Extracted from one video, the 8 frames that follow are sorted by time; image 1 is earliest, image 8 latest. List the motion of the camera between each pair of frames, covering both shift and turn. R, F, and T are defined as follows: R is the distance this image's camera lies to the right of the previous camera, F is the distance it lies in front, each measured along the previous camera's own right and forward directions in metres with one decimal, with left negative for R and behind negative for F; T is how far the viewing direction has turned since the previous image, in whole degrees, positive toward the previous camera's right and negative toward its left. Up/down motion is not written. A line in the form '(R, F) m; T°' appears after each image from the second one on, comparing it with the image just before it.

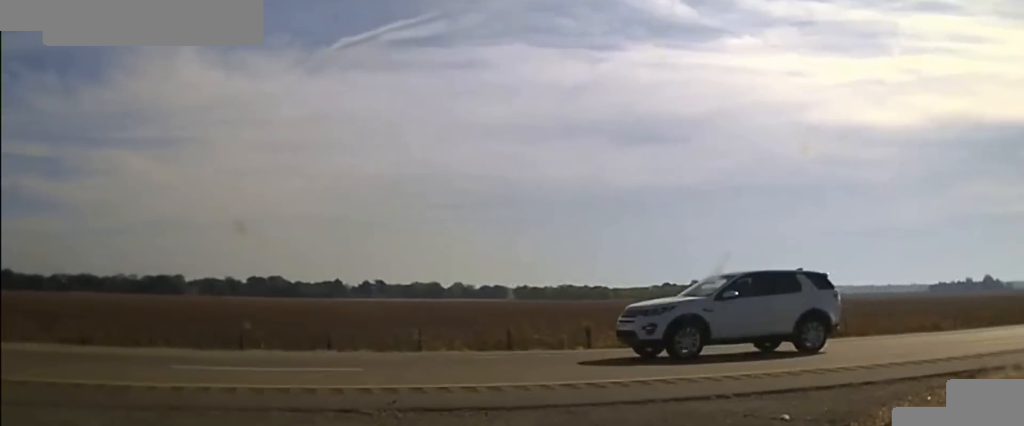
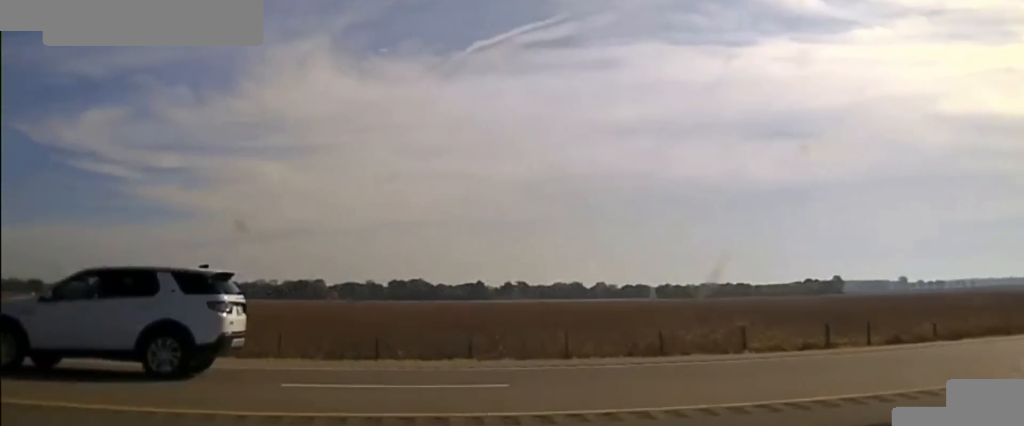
(0.0, +2.4) m; -13°
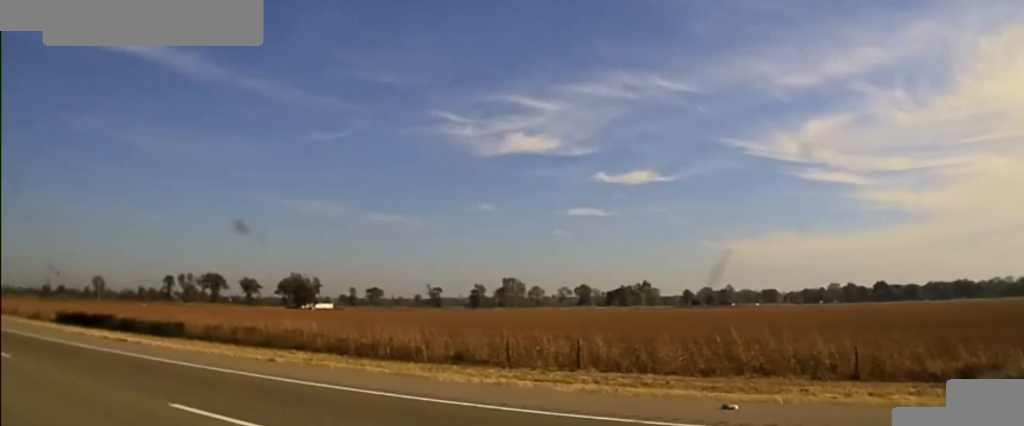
(-3.4, +6.8) m; -62°
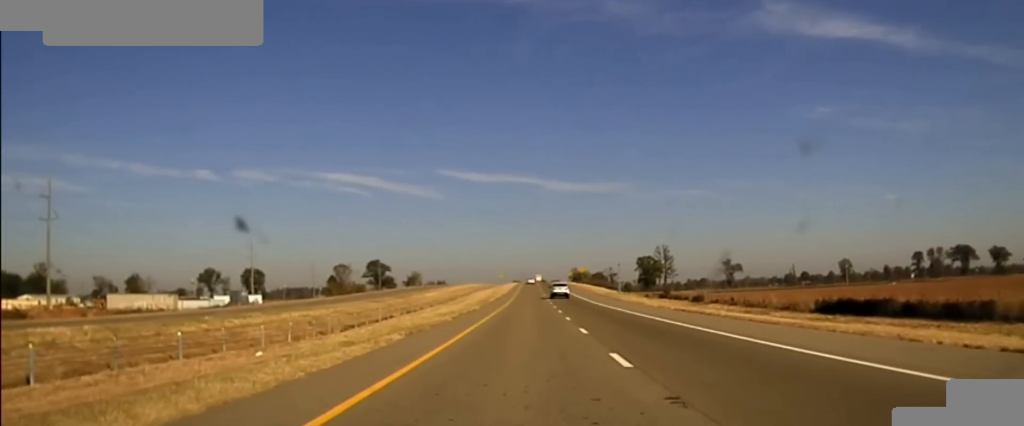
(-9.7, +16.1) m; -37°
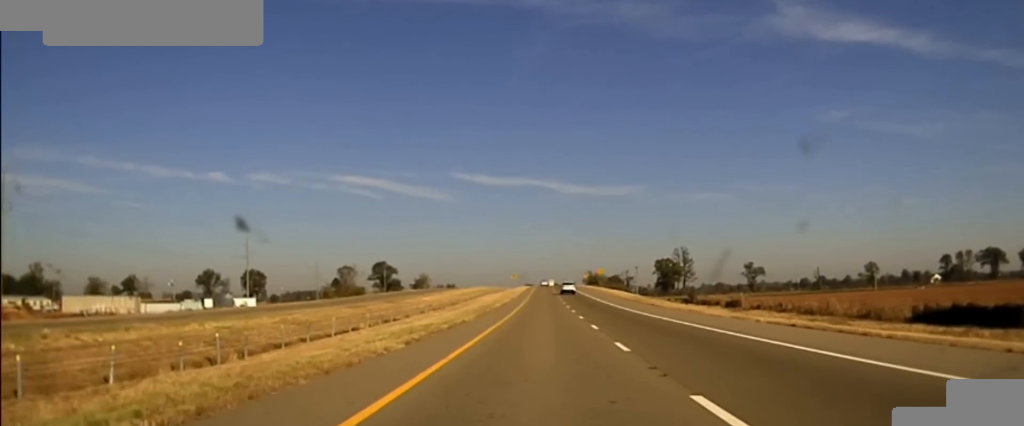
(-0.4, +20.2) m; 0°
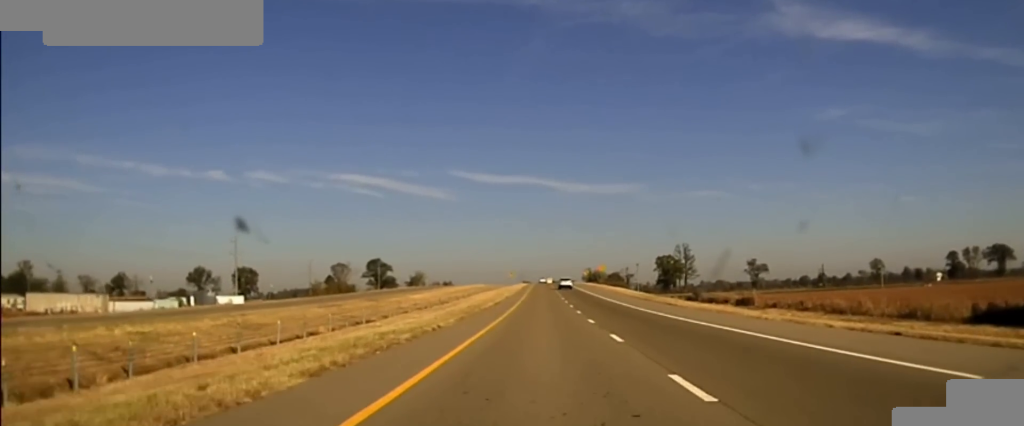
(+0.1, +9.1) m; +1°
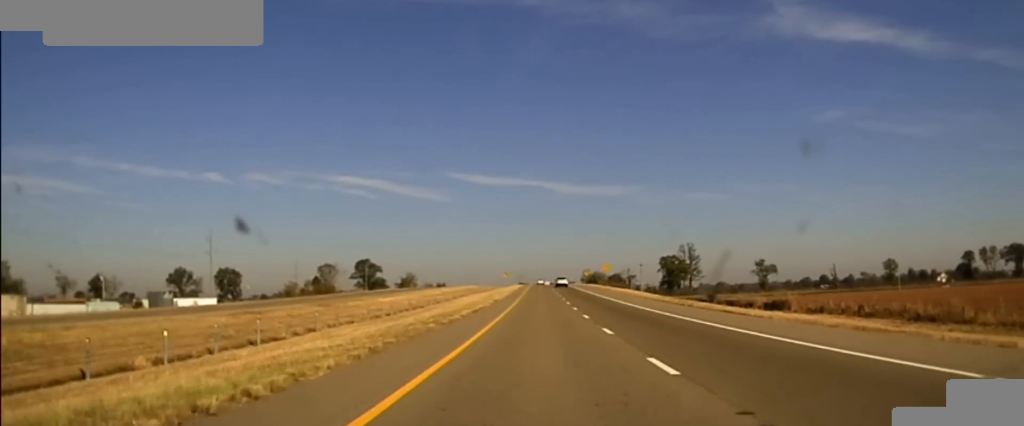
(+0.3, +20.1) m; +1°
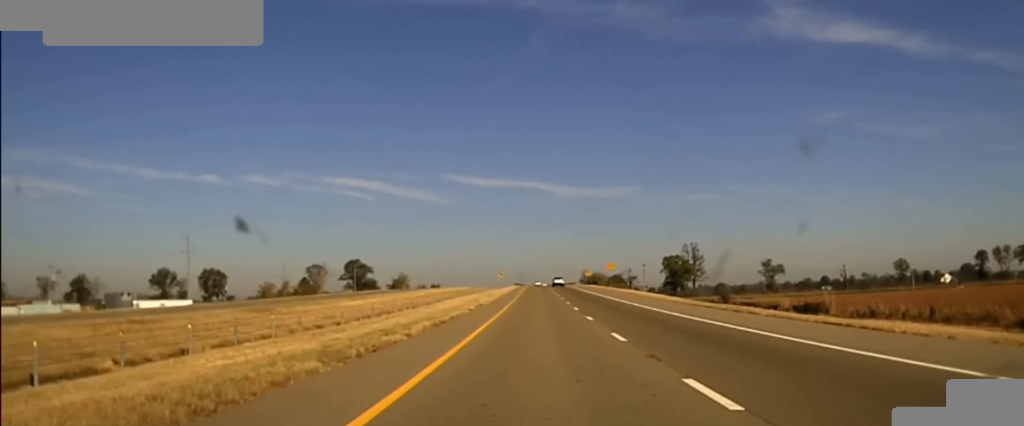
(0.0, +15.6) m; 0°
